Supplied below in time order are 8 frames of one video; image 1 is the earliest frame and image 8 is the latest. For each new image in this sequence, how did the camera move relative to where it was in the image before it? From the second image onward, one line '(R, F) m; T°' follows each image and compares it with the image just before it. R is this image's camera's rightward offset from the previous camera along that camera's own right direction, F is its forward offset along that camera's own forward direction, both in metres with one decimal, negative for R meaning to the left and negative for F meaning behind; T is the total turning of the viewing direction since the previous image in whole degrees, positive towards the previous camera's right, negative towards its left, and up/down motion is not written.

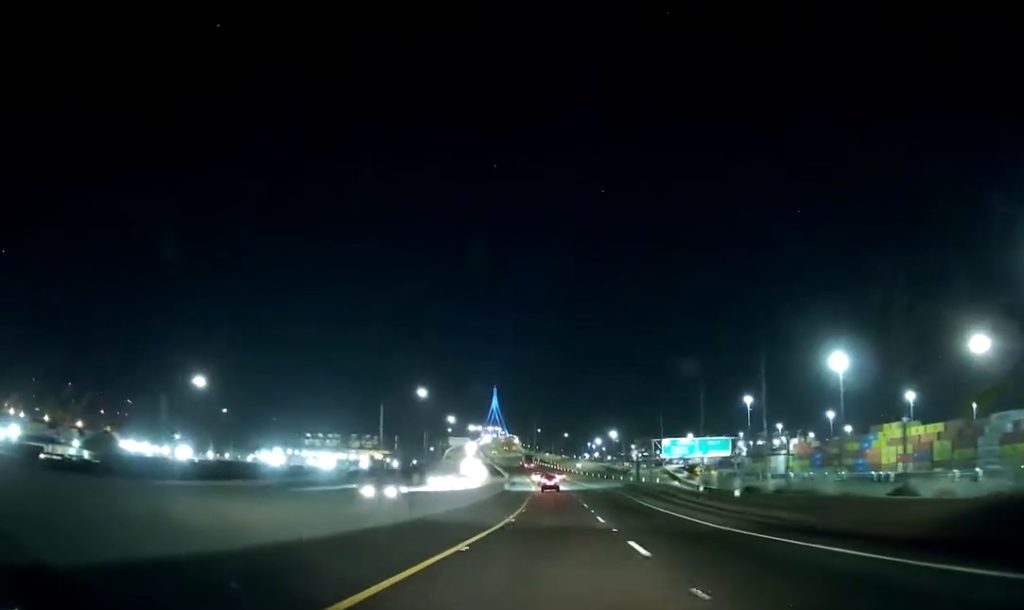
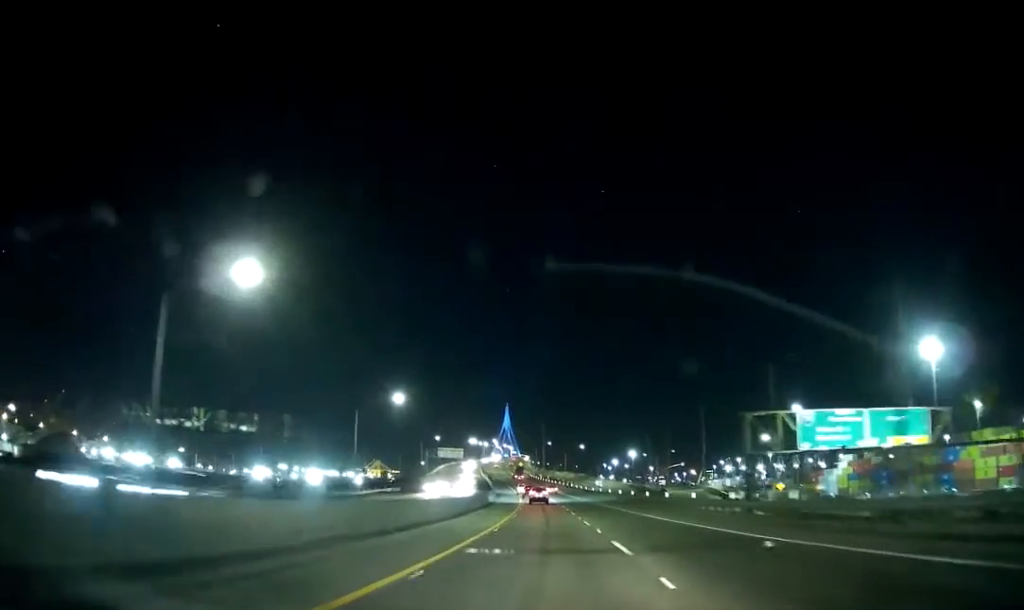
(-0.4, +56.5) m; -1°
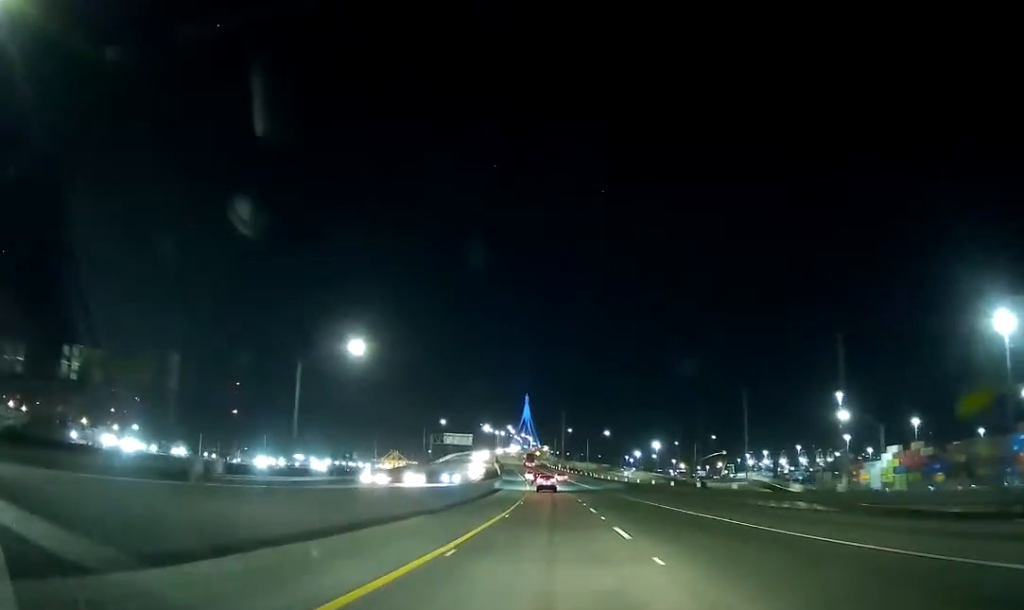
(-0.2, +27.5) m; -1°
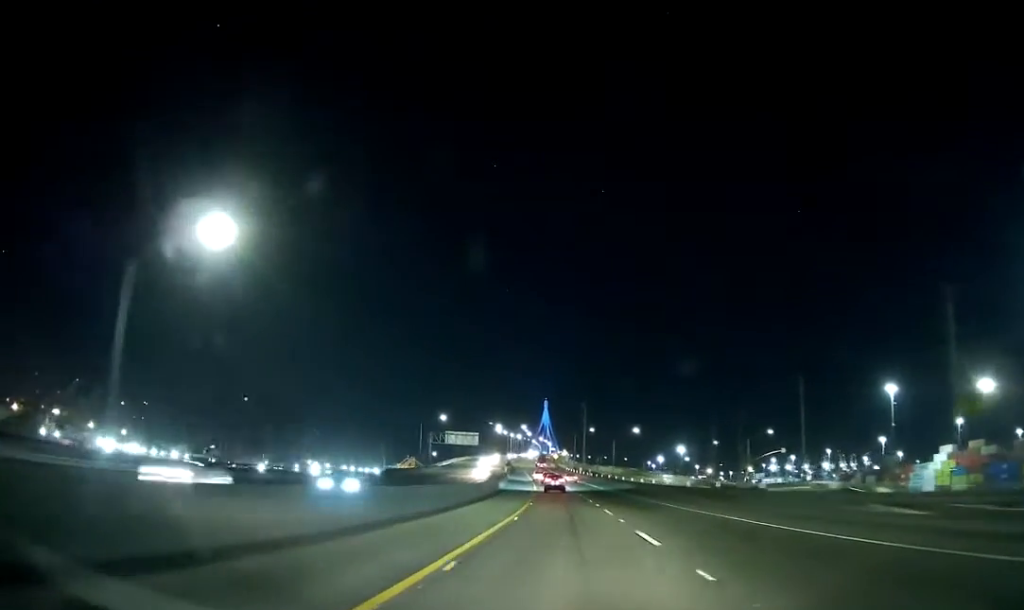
(-0.3, +31.6) m; -2°
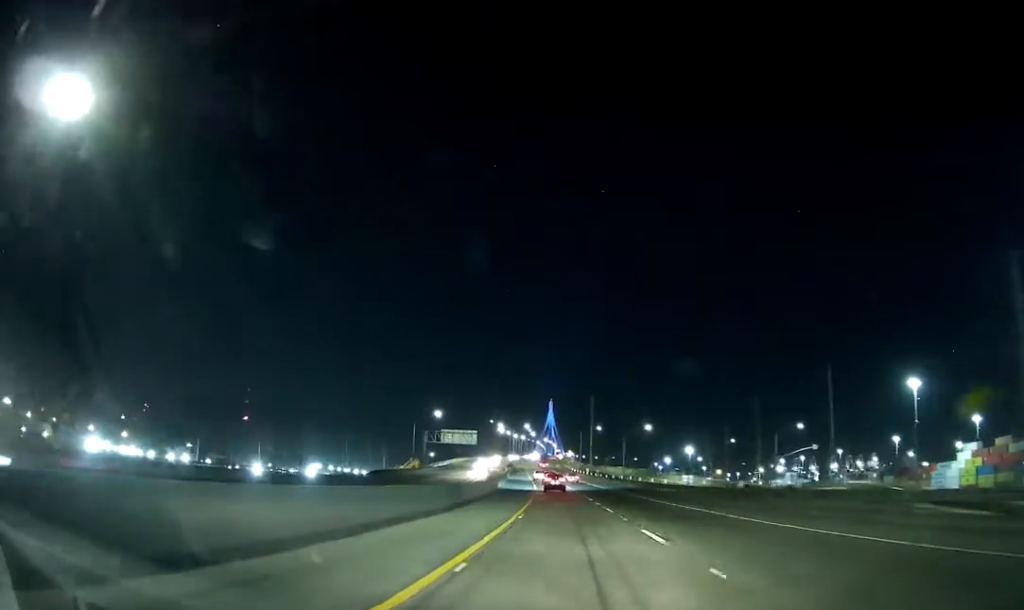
(+0.2, +14.3) m; -1°
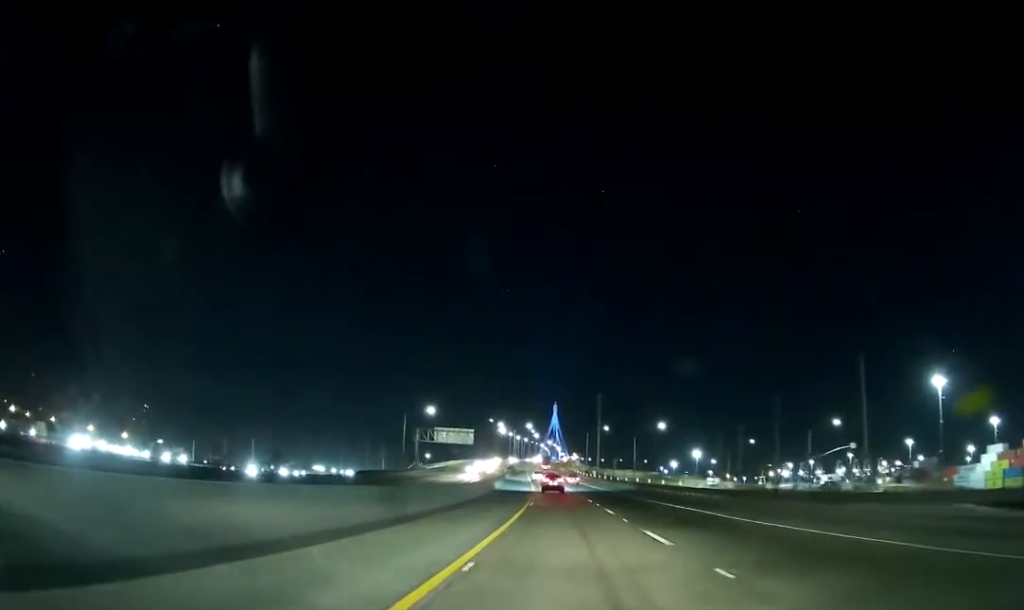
(-0.4, +15.2) m; 0°
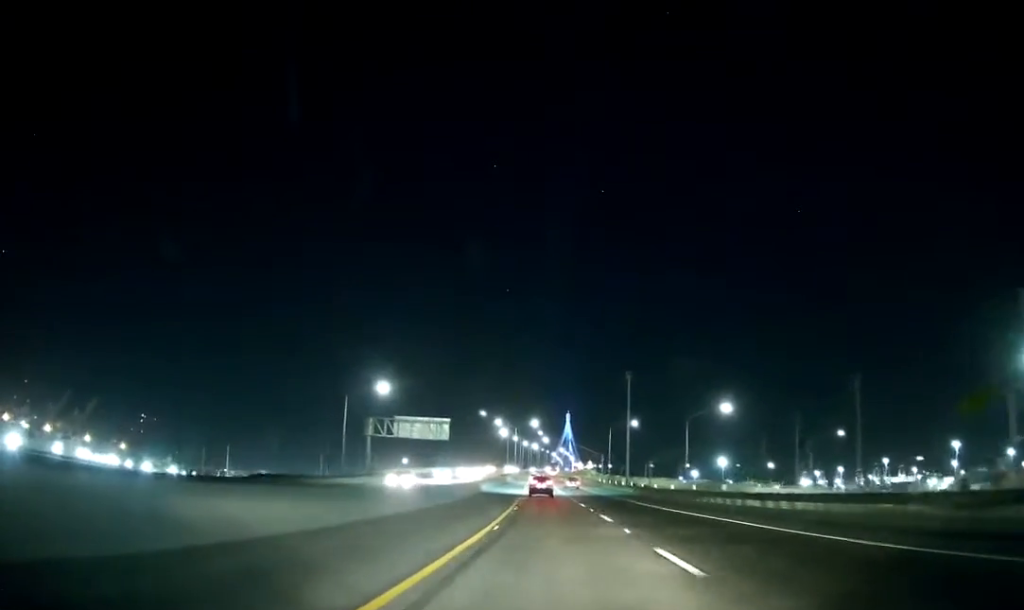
(-0.2, +49.0) m; -1°
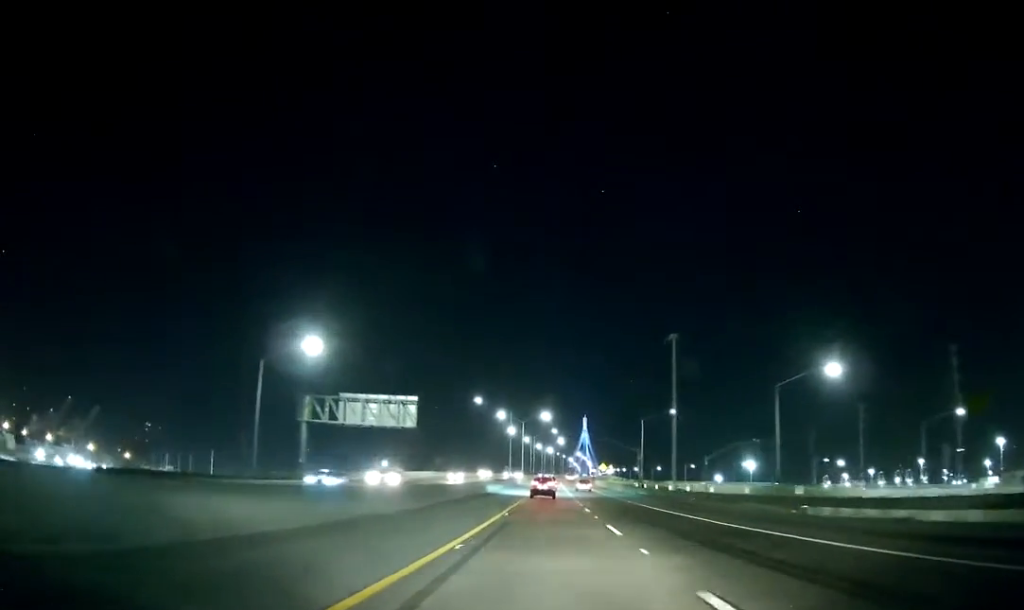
(-0.6, +35.3) m; -2°
